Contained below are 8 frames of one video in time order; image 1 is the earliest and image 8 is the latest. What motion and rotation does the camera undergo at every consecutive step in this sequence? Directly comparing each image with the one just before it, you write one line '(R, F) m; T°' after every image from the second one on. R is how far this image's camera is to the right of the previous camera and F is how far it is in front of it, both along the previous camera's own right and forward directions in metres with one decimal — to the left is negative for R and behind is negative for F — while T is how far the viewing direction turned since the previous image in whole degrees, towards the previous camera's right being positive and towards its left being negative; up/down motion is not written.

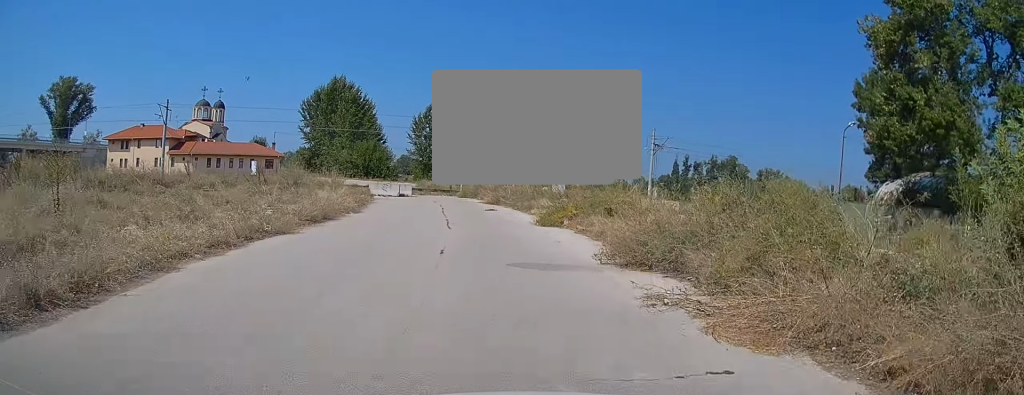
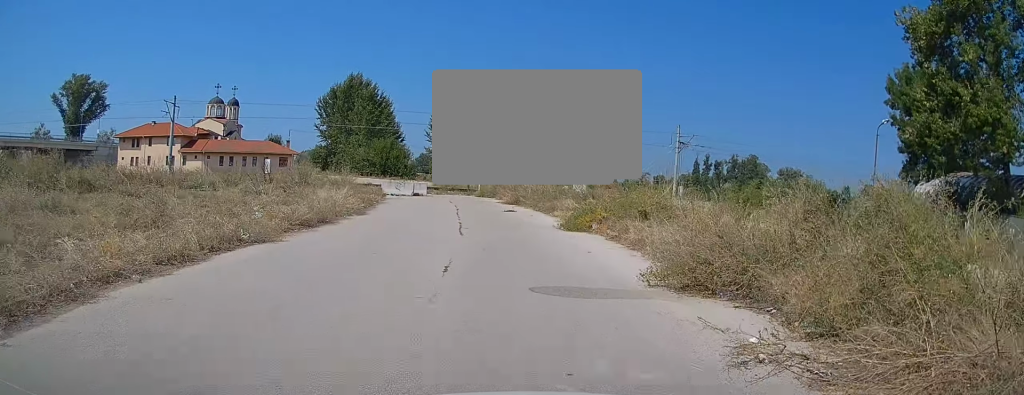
(+0.1, +2.4) m; -3°
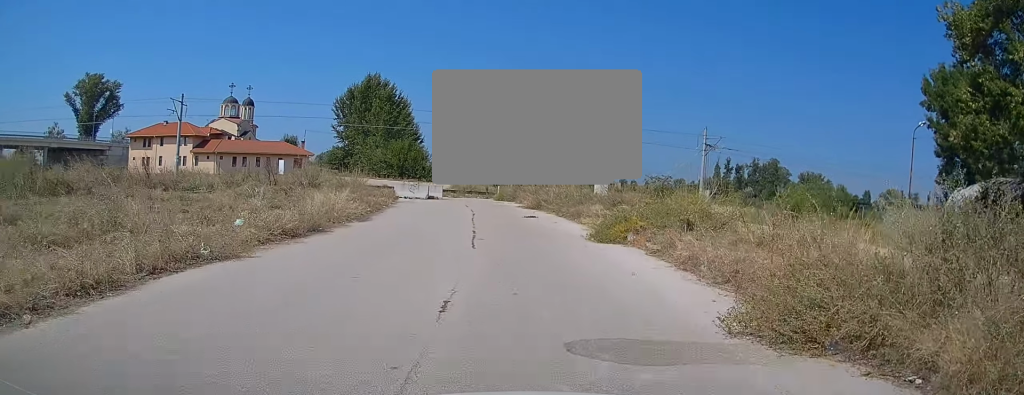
(-0.2, +2.4) m; -3°
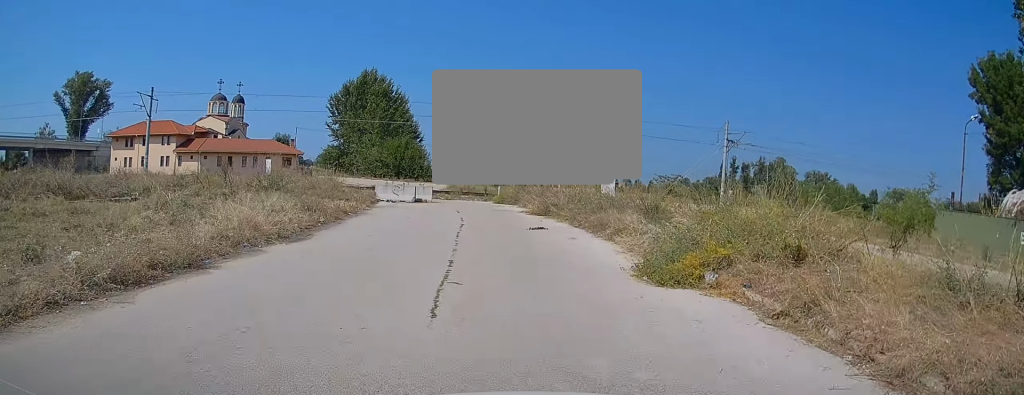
(-0.3, +6.0) m; -3°
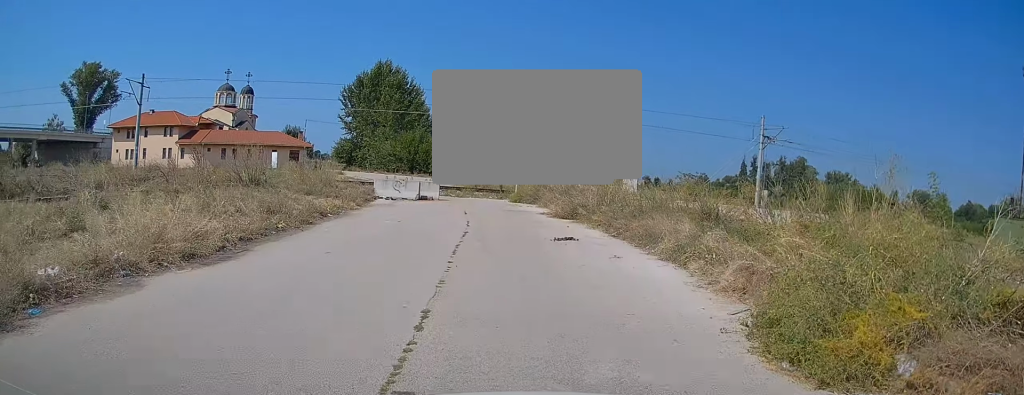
(0.0, +4.5) m; +1°
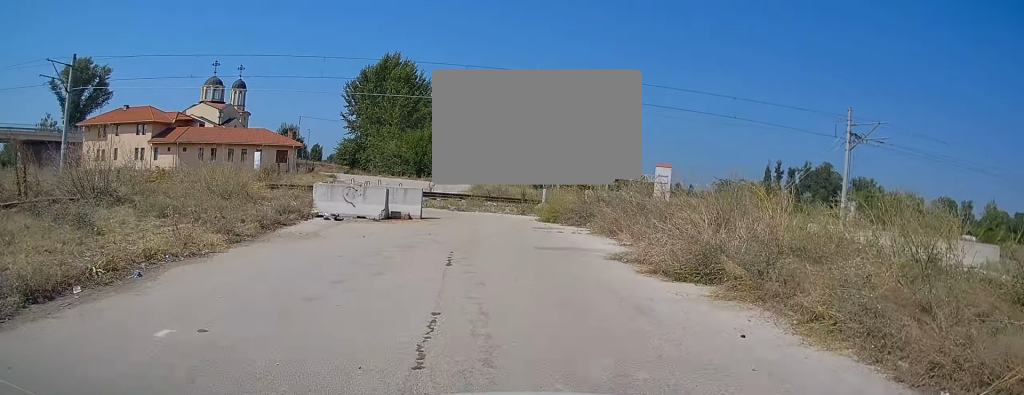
(-0.7, +11.8) m; +1°
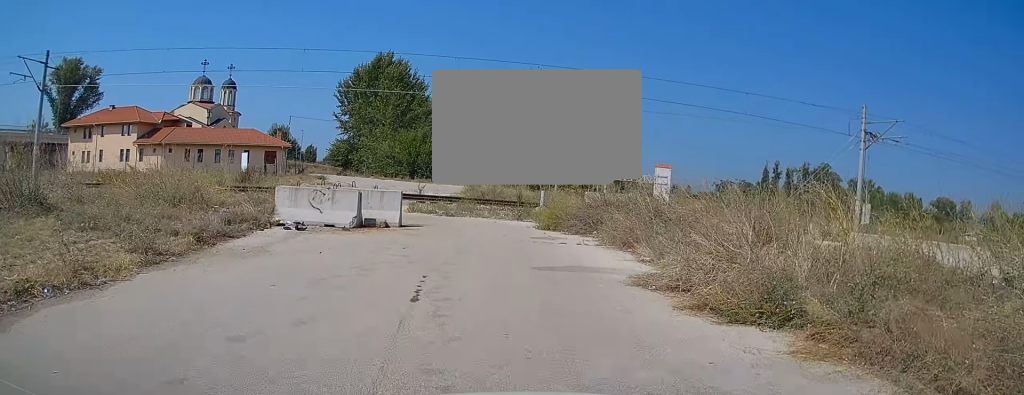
(+0.1, +2.6) m; -1°
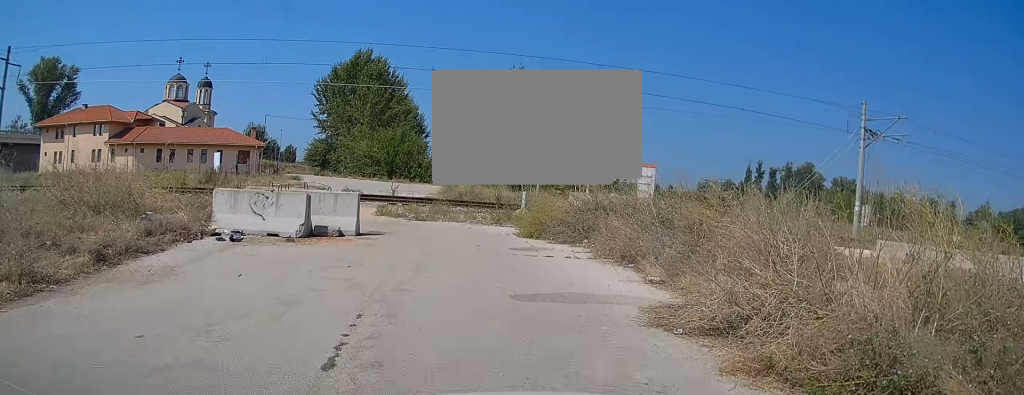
(-0.1, +2.6) m; -3°
